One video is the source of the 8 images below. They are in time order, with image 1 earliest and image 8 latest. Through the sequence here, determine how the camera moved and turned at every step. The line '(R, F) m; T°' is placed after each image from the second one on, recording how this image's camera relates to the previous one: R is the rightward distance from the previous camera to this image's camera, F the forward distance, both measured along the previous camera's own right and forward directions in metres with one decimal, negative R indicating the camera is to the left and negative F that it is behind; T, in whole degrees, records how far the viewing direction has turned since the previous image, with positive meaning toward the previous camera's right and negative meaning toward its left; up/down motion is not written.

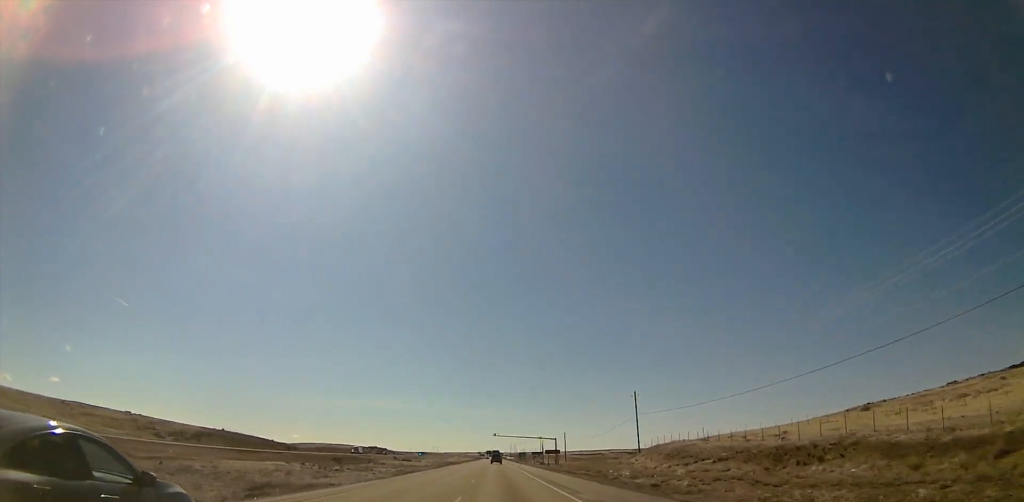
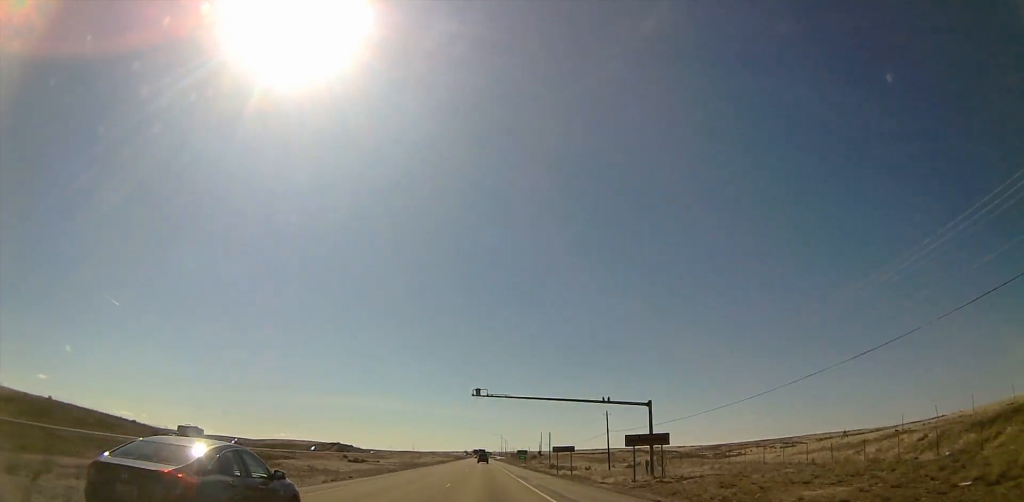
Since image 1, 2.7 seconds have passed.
(+0.2, +95.2) m; 0°
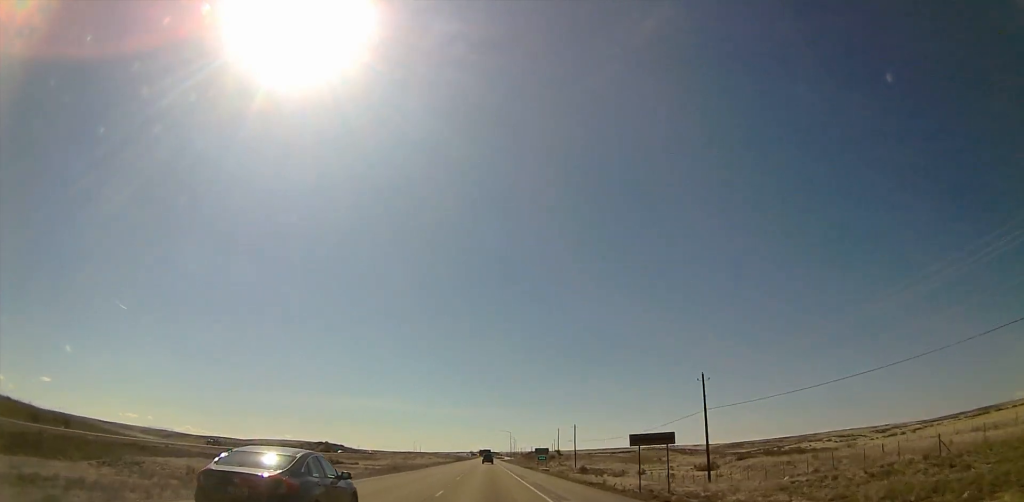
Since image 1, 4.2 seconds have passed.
(0.0, +50.2) m; 0°
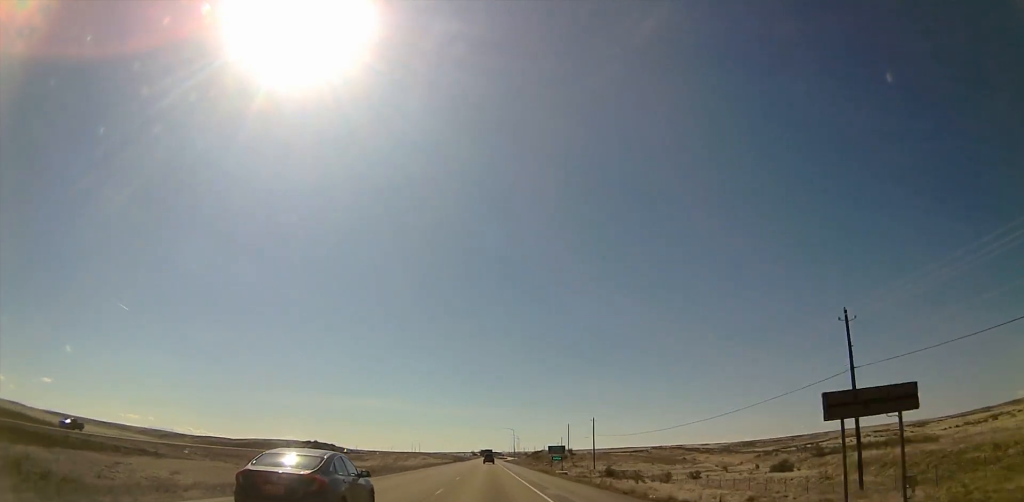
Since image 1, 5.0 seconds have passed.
(0.0, +29.2) m; 0°
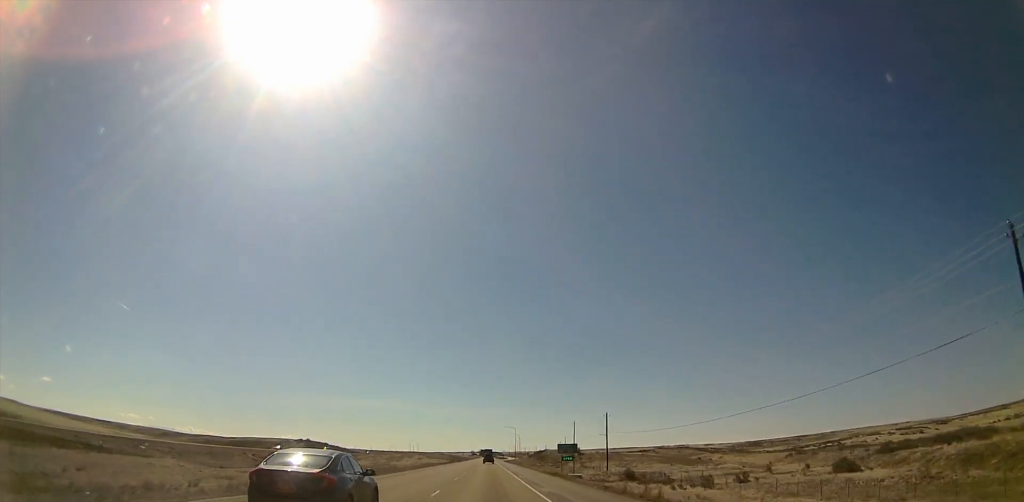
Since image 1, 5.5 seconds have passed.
(0.0, +16.4) m; 0°
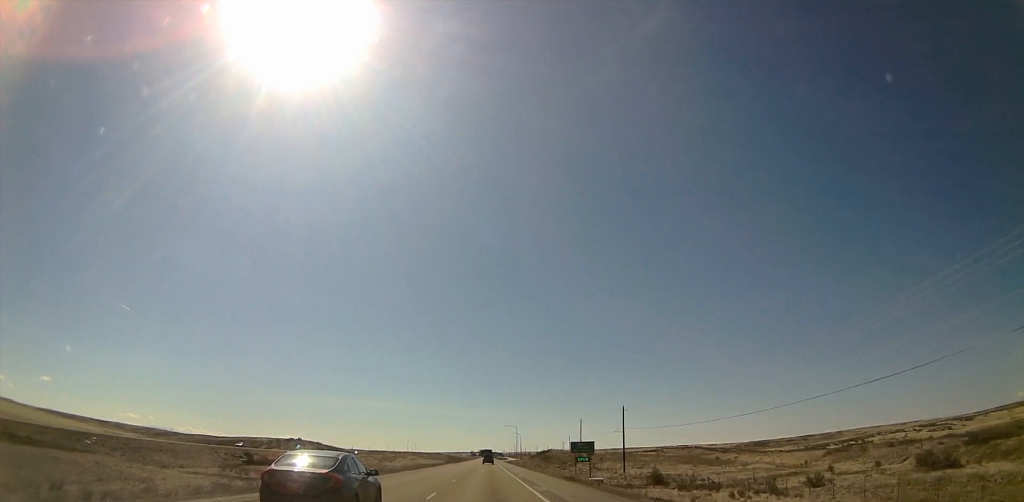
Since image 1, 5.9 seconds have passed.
(0.0, +16.4) m; 0°
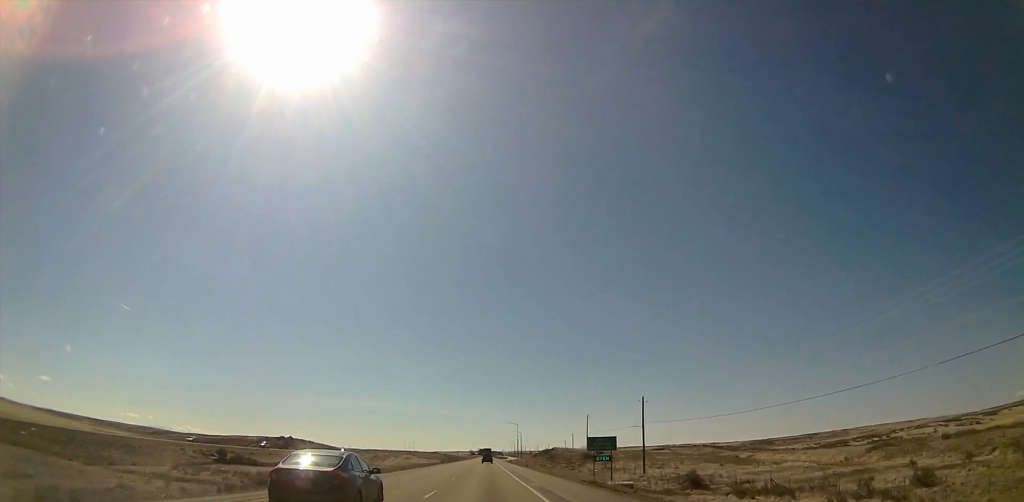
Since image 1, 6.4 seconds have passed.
(0.0, +15.2) m; 0°
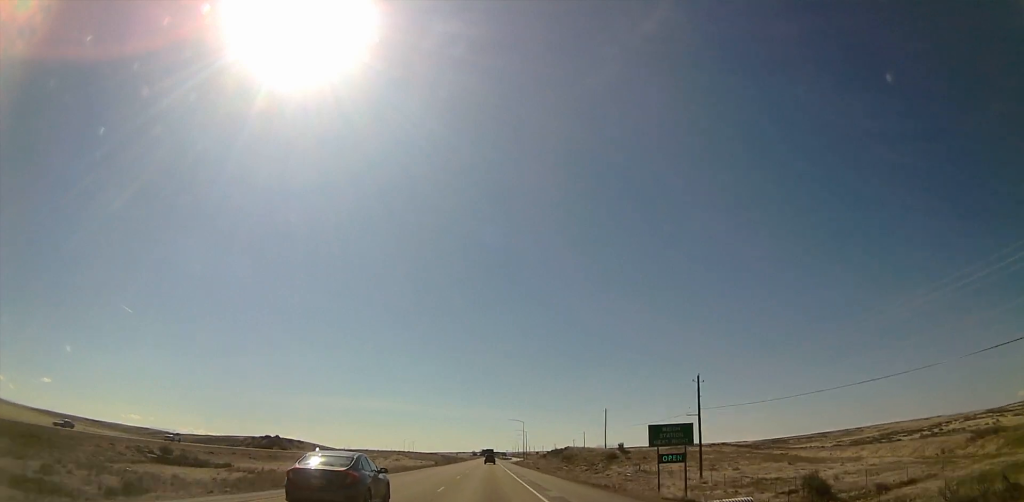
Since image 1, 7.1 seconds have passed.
(0.0, +25.8) m; 0°
